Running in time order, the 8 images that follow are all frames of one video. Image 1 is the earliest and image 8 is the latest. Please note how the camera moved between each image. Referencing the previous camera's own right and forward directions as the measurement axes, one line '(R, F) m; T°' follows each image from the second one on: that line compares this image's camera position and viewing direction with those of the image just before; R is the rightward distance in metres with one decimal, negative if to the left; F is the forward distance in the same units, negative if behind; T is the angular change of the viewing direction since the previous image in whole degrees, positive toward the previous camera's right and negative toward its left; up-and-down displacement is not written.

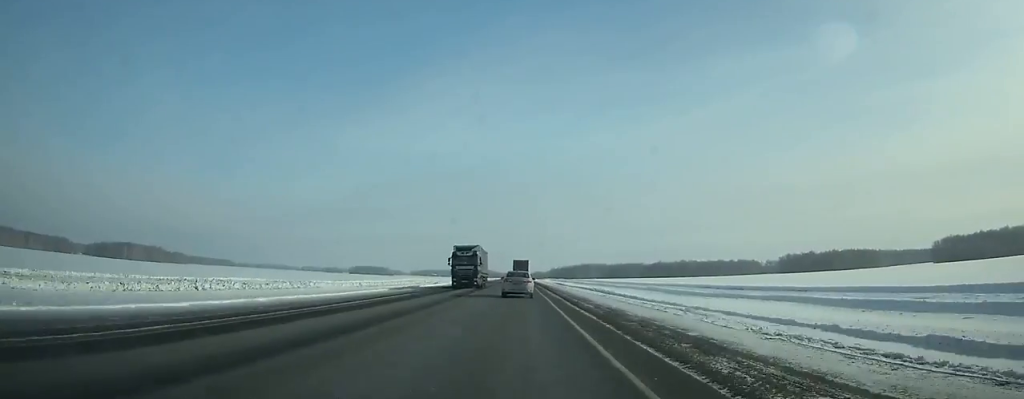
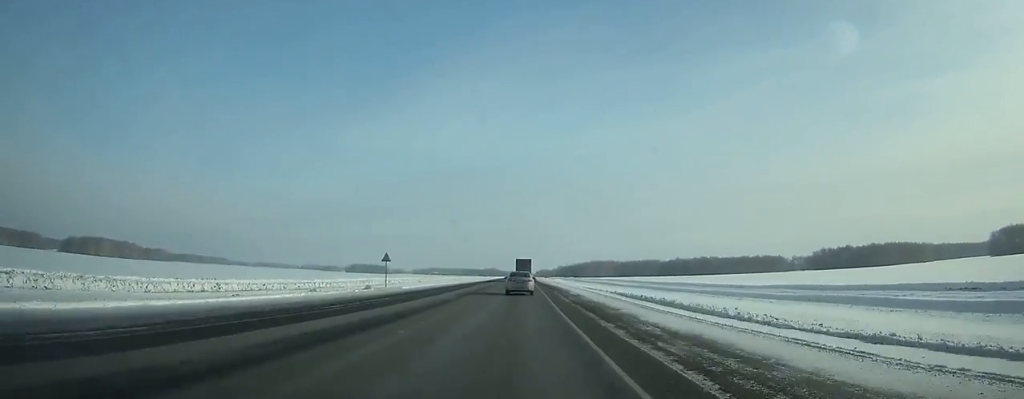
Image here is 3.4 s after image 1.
(-0.5, +78.0) m; 0°
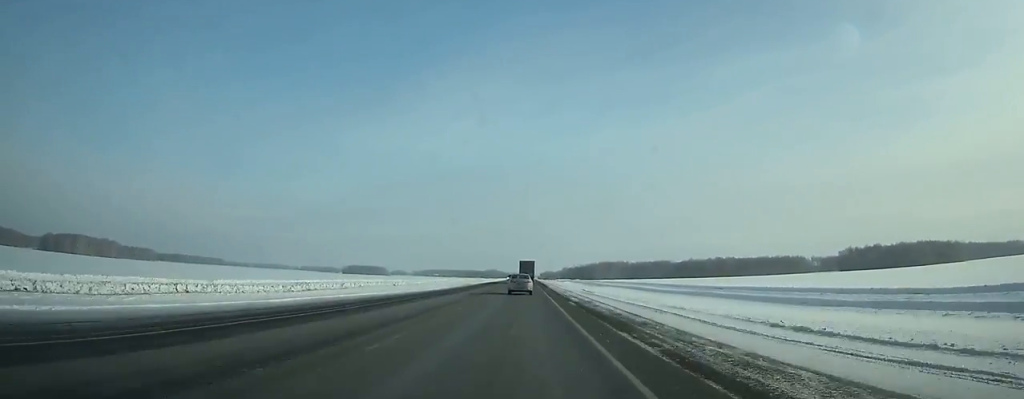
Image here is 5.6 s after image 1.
(-0.1, +51.0) m; 0°
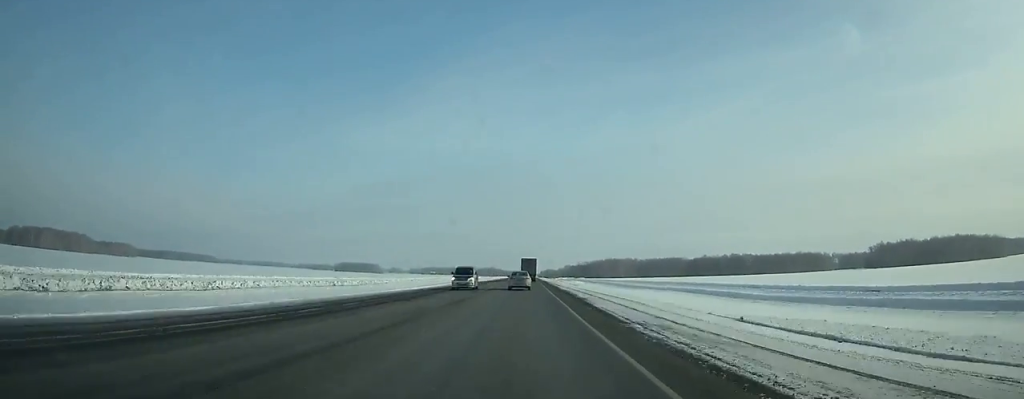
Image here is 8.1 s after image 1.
(0.0, +58.5) m; 0°
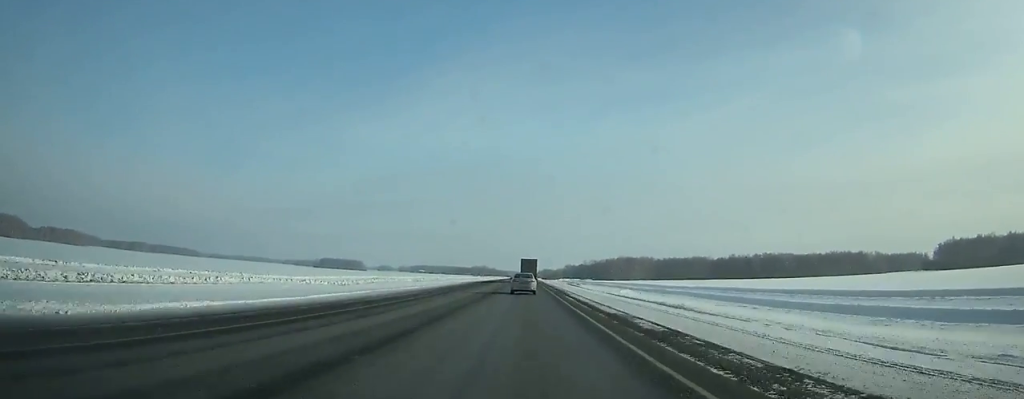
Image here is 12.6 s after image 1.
(+0.4, +105.2) m; 0°
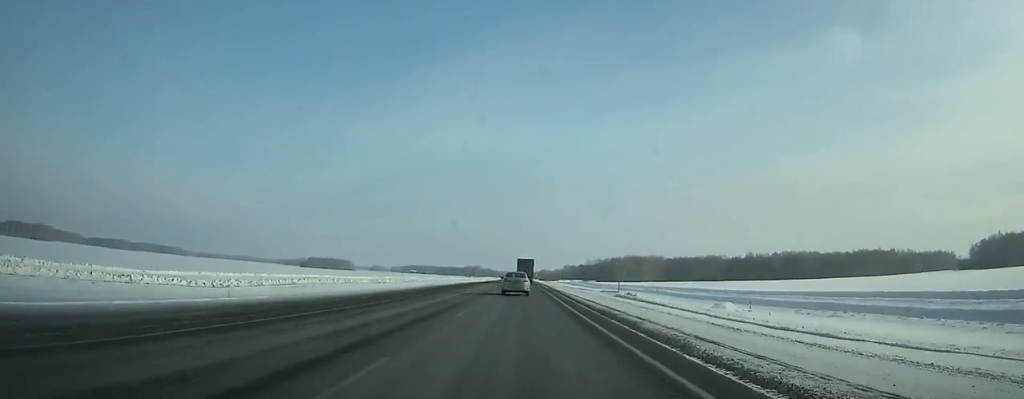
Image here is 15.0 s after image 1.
(0.0, +55.2) m; 0°
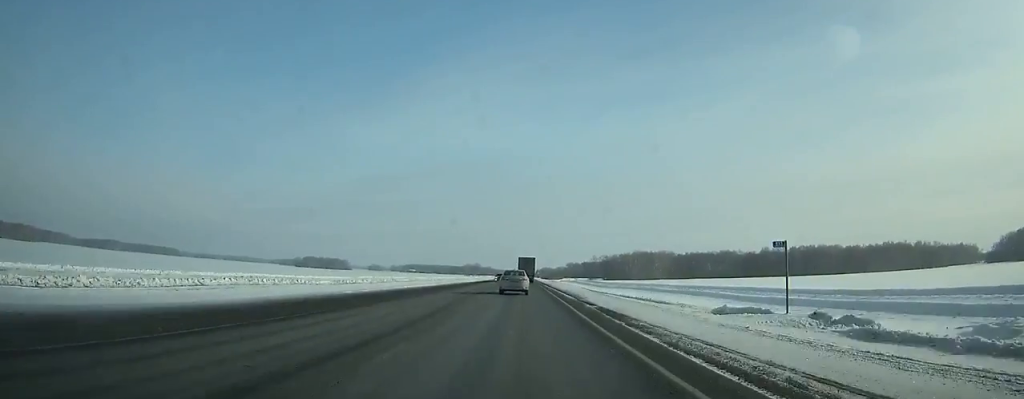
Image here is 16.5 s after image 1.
(0.0, +34.3) m; 0°
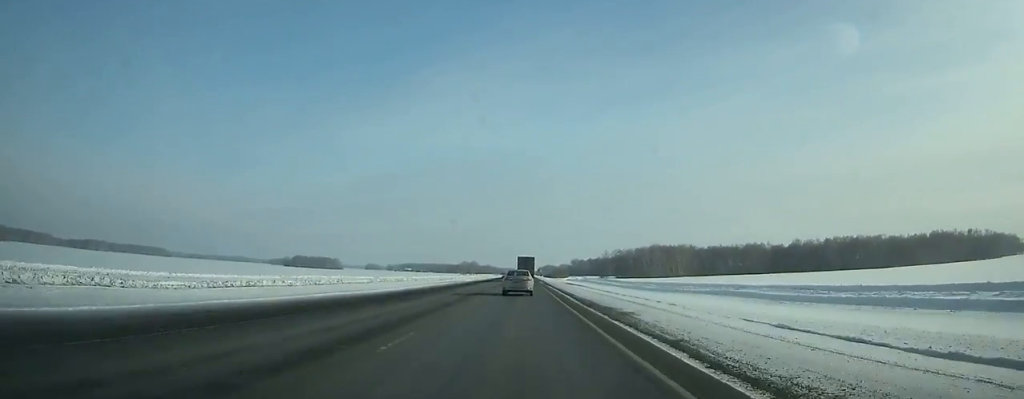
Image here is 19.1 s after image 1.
(-0.2, +58.2) m; 0°
